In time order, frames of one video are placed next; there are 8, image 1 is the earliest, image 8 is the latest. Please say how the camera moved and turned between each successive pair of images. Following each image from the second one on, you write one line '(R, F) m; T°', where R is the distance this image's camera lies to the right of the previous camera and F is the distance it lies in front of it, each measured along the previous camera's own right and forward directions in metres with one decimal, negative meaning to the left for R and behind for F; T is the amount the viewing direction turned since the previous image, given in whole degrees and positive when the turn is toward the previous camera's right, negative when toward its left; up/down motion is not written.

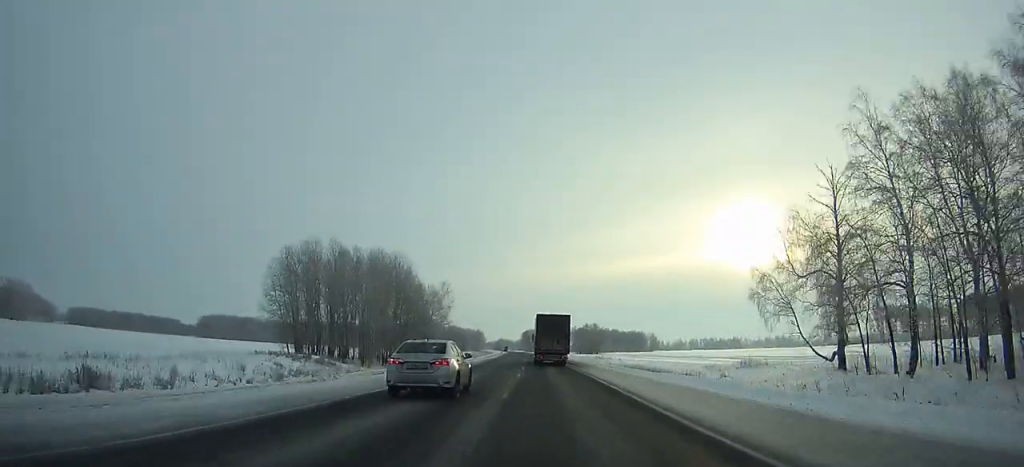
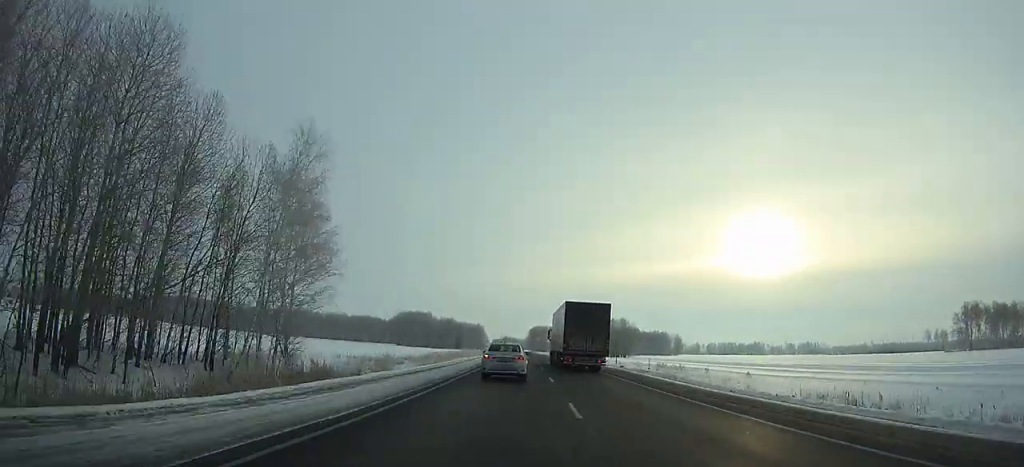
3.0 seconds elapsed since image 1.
(-0.5, +78.3) m; -1°
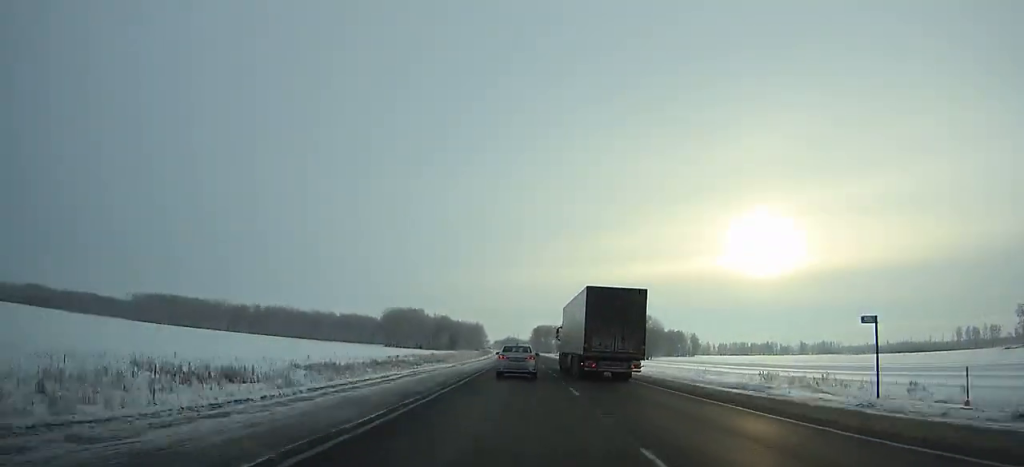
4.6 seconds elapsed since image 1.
(-0.2, +43.5) m; 0°
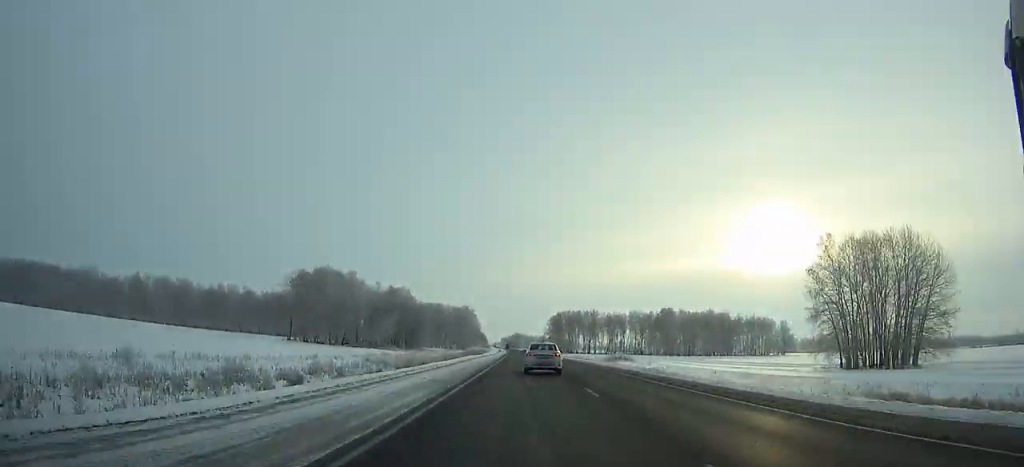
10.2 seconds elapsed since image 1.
(-0.5, +156.6) m; 0°
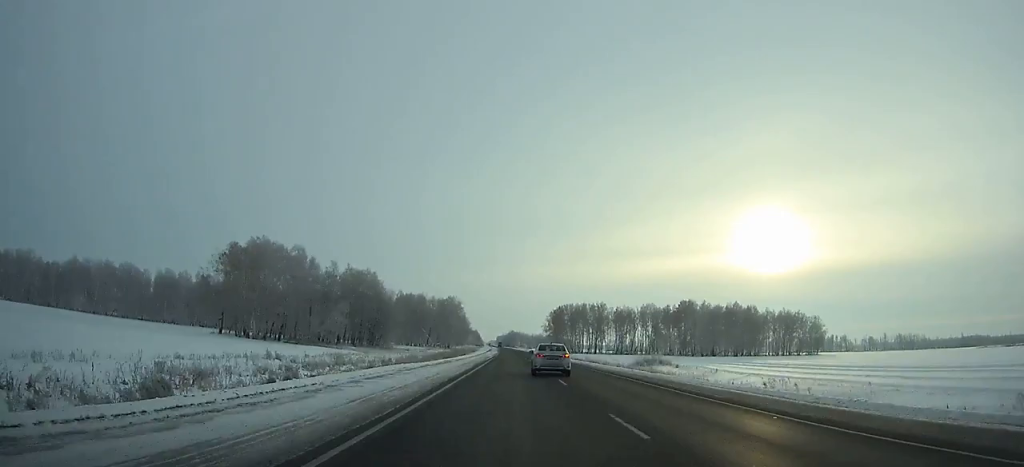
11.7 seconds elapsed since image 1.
(+0.2, +42.3) m; 0°
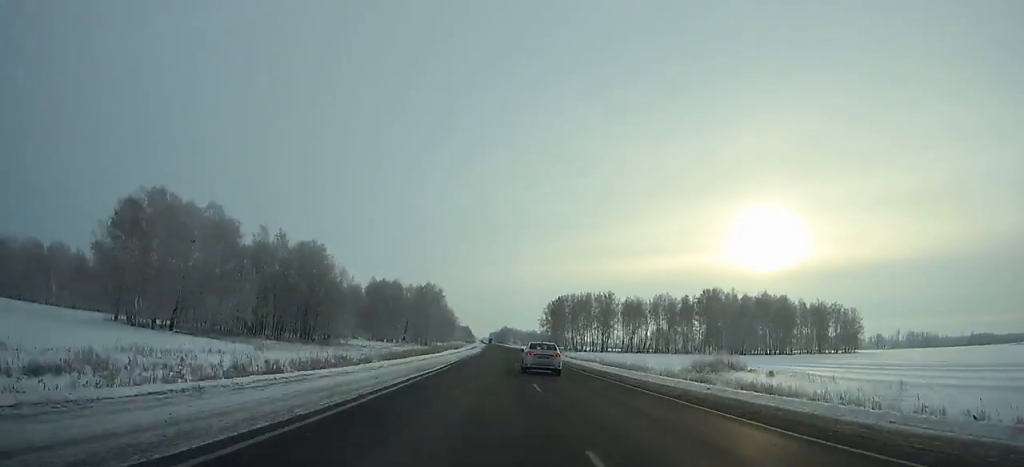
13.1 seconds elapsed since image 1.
(-0.1, +39.1) m; 0°
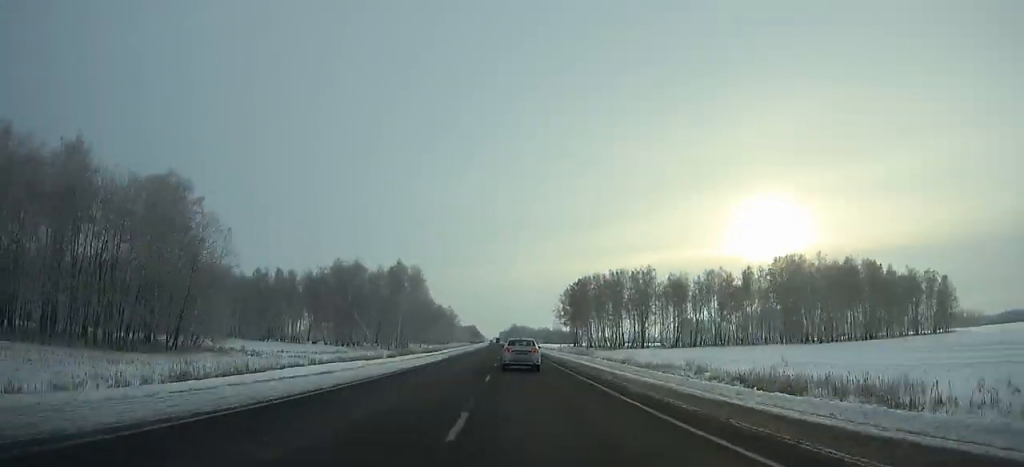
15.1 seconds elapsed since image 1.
(-0.1, +55.3) m; -1°
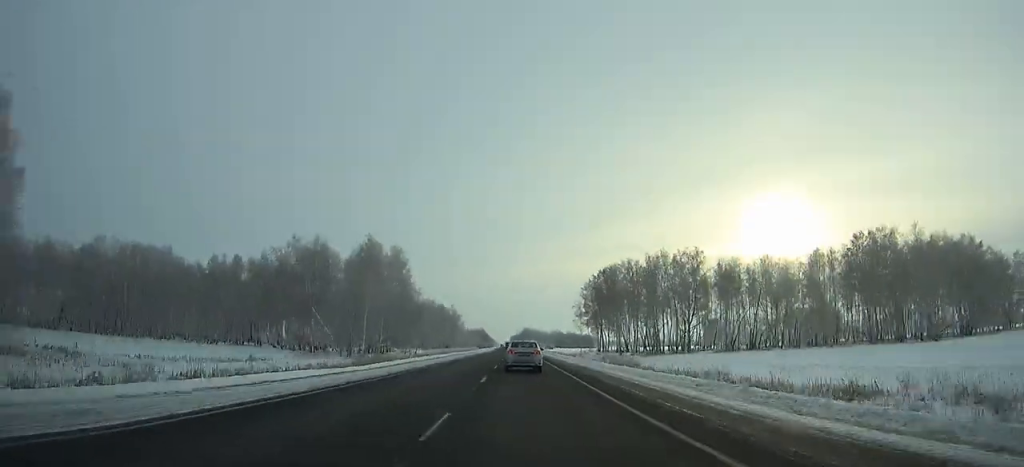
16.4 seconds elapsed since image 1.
(-0.4, +35.2) m; 0°
